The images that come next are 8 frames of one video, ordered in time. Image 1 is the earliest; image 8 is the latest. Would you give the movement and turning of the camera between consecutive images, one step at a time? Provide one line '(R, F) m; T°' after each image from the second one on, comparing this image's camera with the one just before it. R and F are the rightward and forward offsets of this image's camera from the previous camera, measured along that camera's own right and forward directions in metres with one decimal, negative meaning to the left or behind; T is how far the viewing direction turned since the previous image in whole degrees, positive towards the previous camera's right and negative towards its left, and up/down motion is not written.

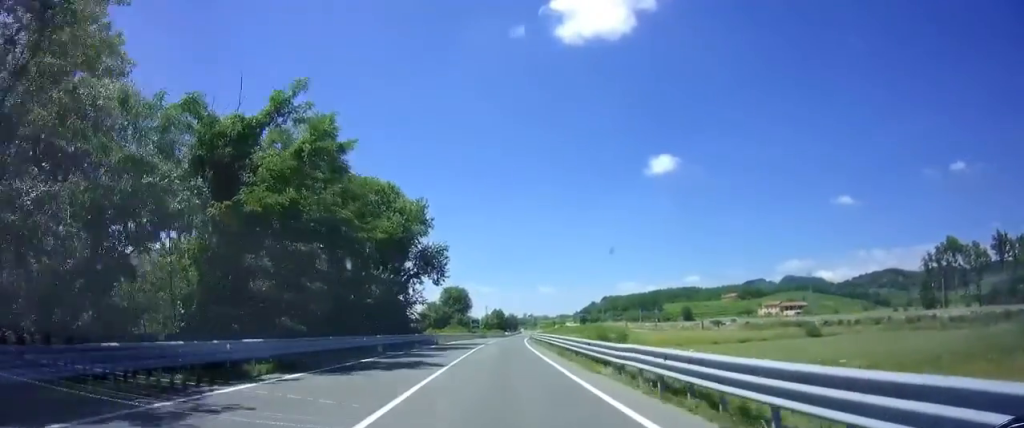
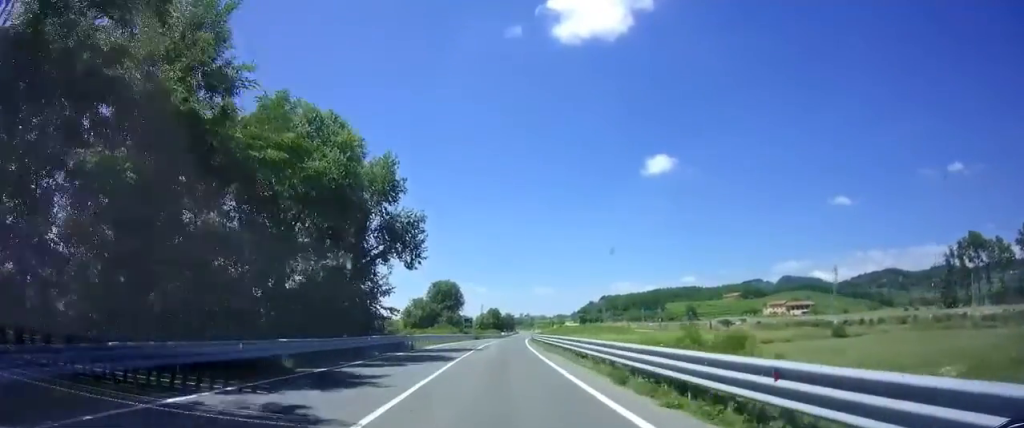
(+0.1, +12.5) m; +1°
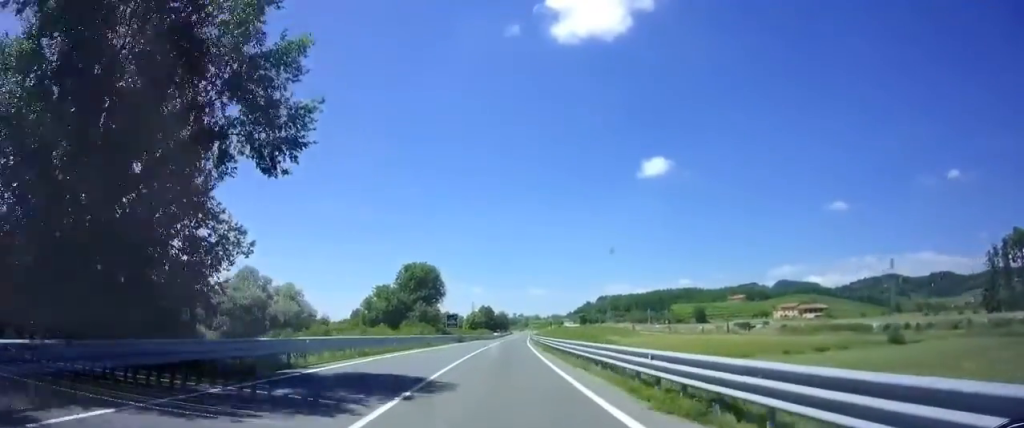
(+0.5, +22.0) m; +1°
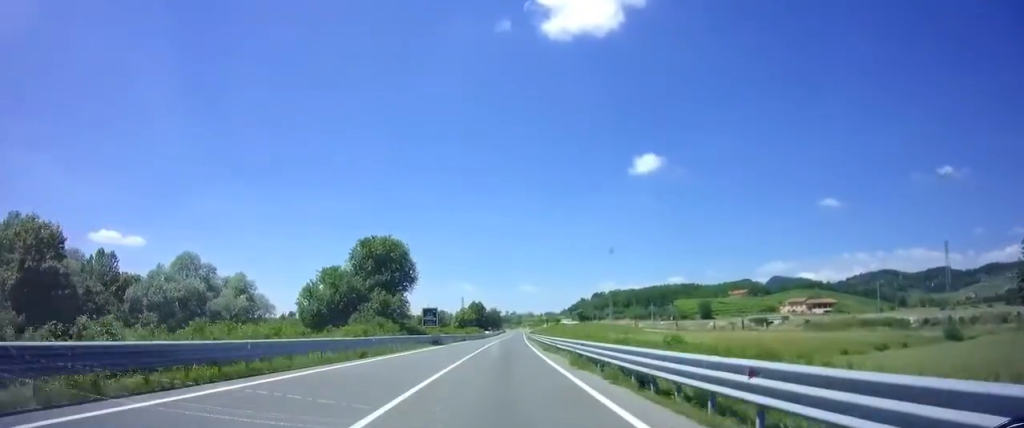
(0.0, +18.4) m; 0°
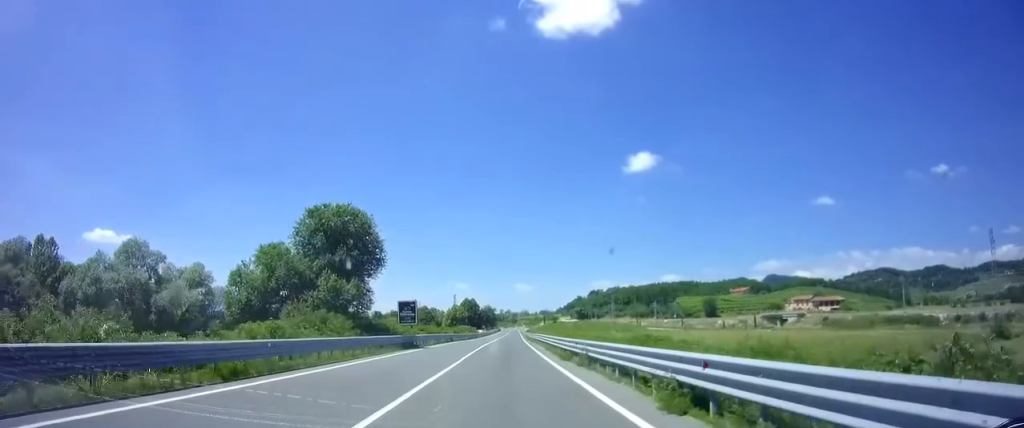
(-0.1, +12.2) m; 0°
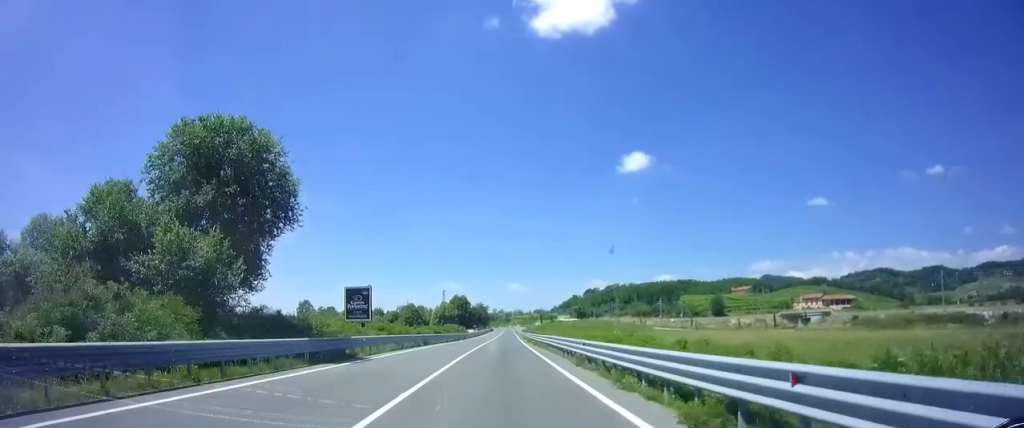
(+0.2, +16.3) m; +1°
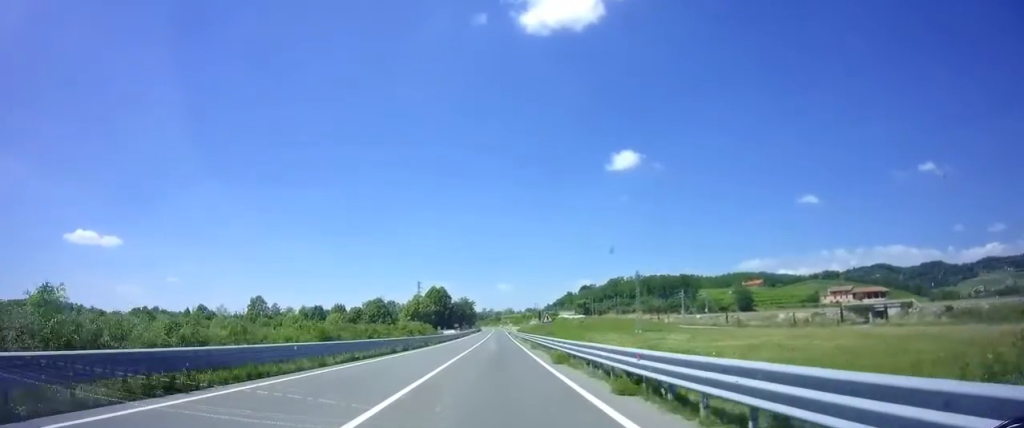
(+0.3, +37.3) m; 0°
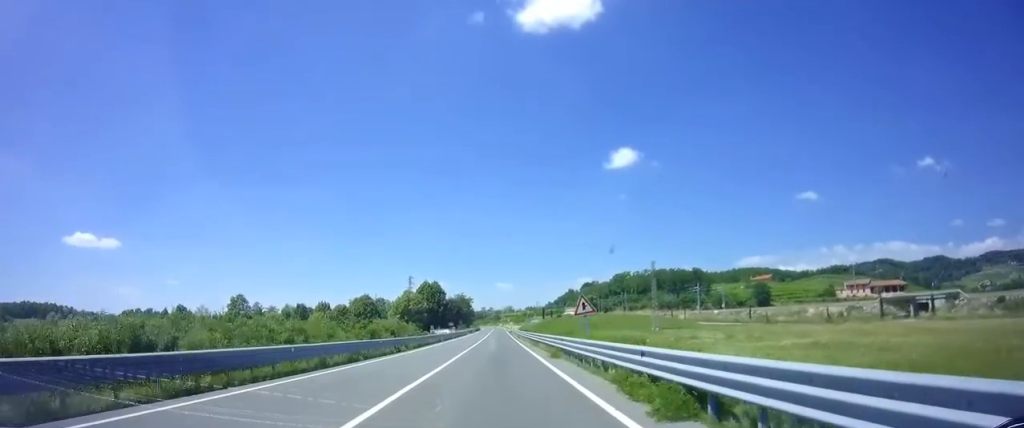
(-0.1, +13.3) m; 0°
